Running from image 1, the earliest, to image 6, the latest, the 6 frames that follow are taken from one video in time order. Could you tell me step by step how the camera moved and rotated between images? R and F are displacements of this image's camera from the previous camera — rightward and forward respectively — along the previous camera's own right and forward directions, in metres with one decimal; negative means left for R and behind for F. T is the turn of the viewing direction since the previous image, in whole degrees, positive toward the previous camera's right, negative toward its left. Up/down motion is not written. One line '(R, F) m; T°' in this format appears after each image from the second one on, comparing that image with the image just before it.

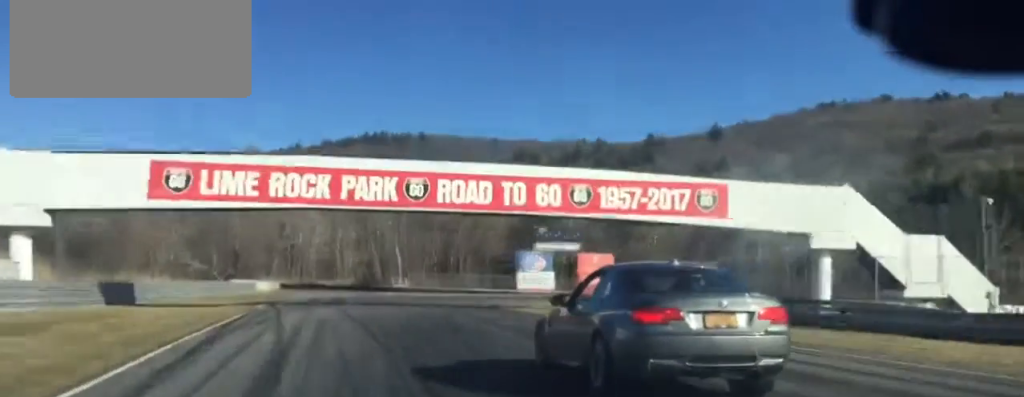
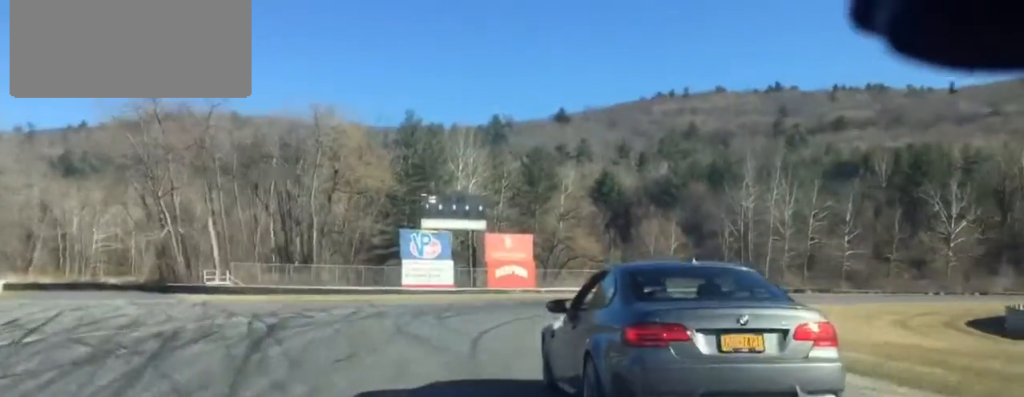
(+4.7, +55.3) m; +15°
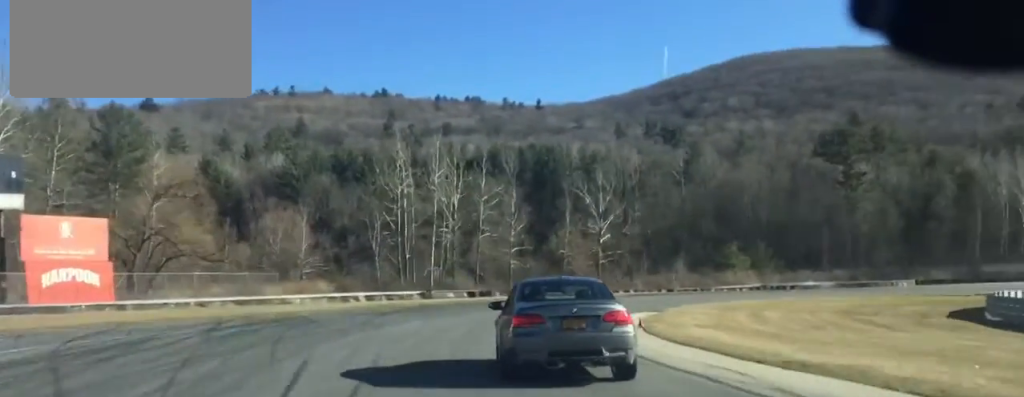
(+7.4, +36.5) m; +26°
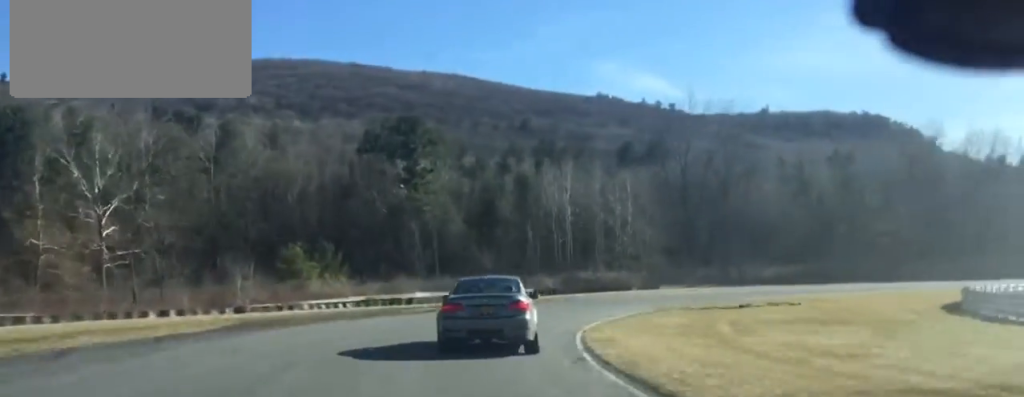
(+13.2, +41.3) m; +32°
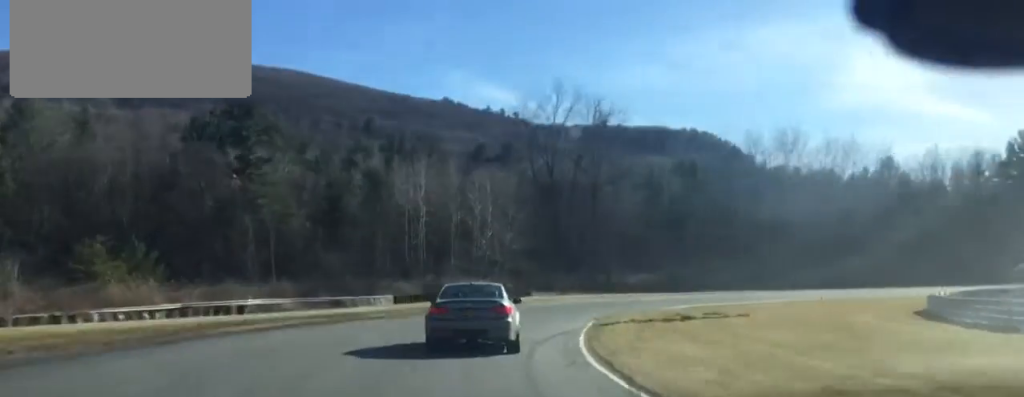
(+1.3, +13.9) m; +9°
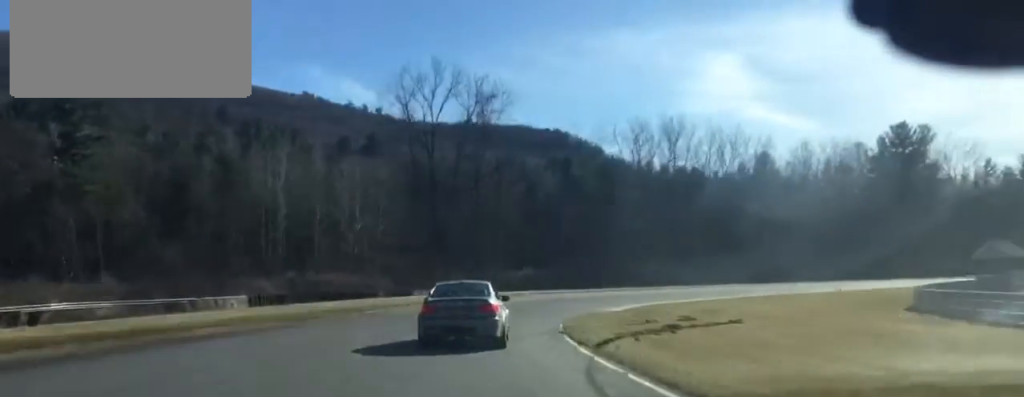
(0.0, +13.3) m; +9°
